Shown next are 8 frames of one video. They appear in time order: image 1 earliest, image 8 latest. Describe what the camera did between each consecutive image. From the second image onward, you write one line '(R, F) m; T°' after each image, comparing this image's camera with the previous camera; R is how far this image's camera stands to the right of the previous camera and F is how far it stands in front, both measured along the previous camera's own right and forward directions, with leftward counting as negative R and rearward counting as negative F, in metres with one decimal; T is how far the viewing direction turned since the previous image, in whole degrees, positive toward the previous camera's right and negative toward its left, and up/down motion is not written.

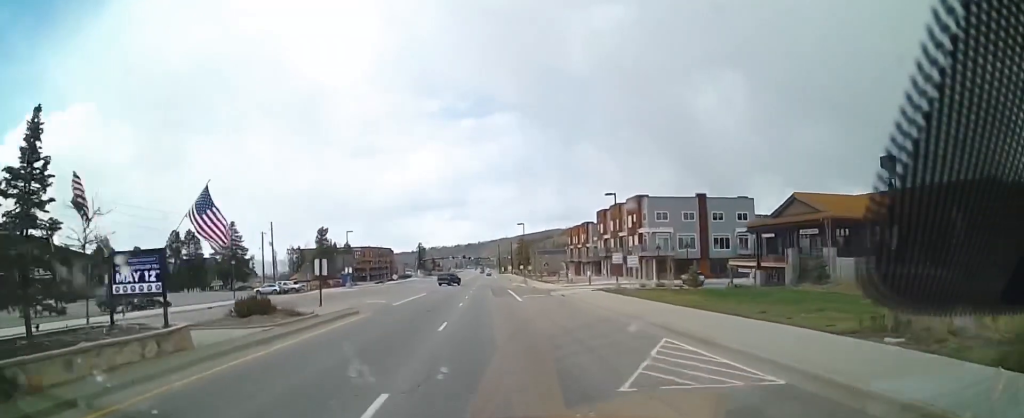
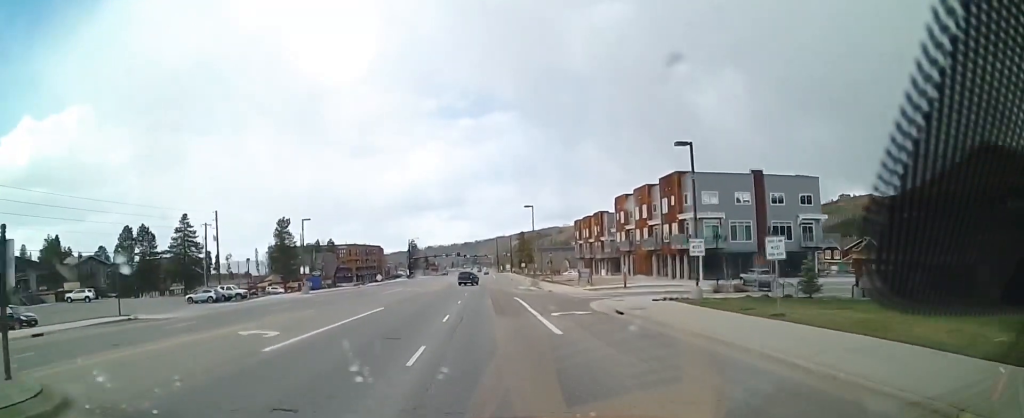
(-0.3, +19.7) m; -2°
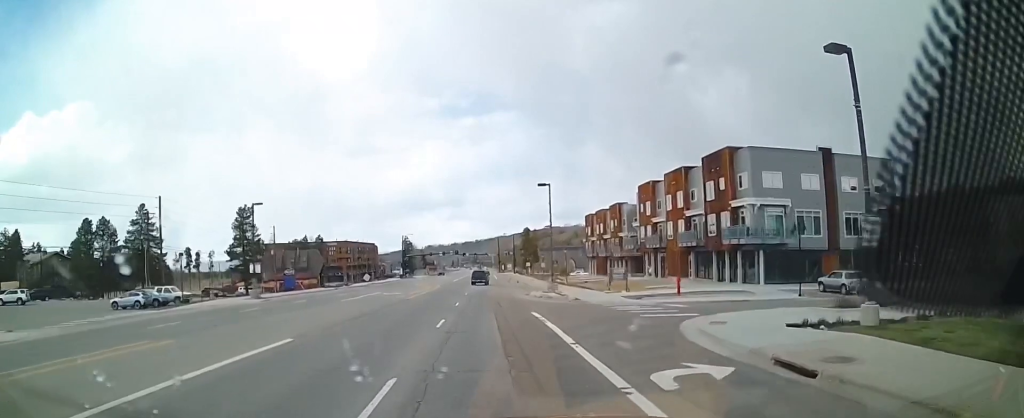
(0.0, +15.0) m; 0°
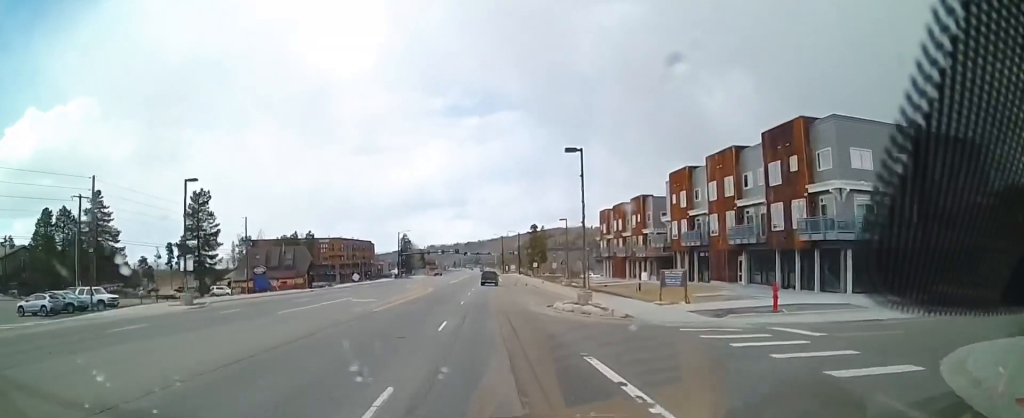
(0.0, +13.2) m; +1°
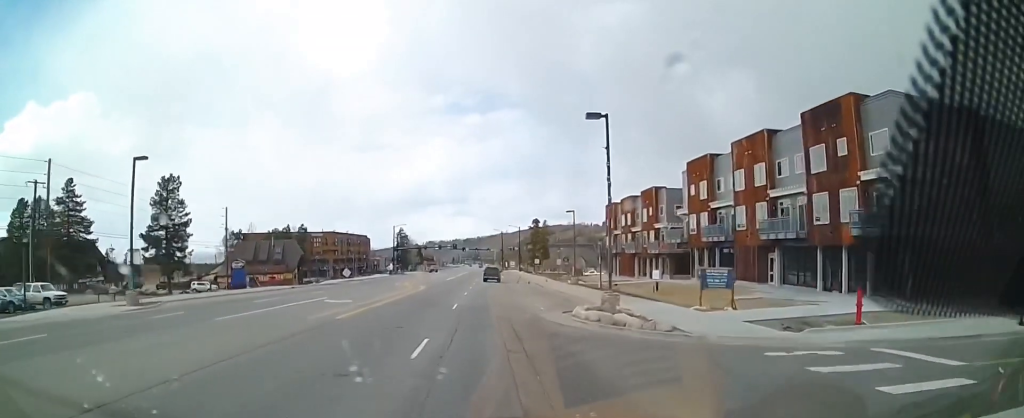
(+0.1, +6.5) m; 0°
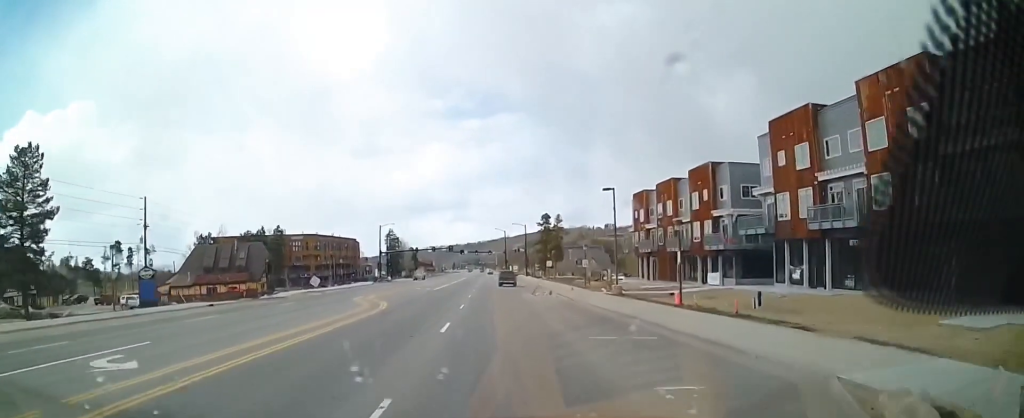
(+0.1, +20.1) m; +2°
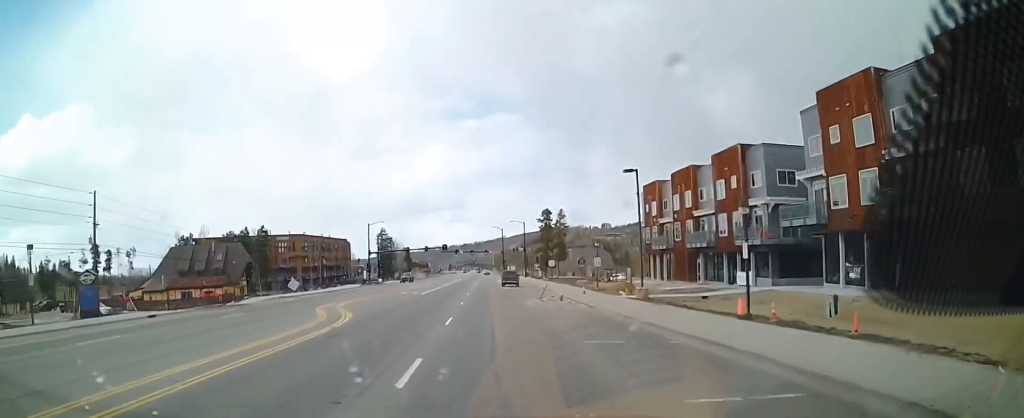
(+0.4, +7.9) m; 0°
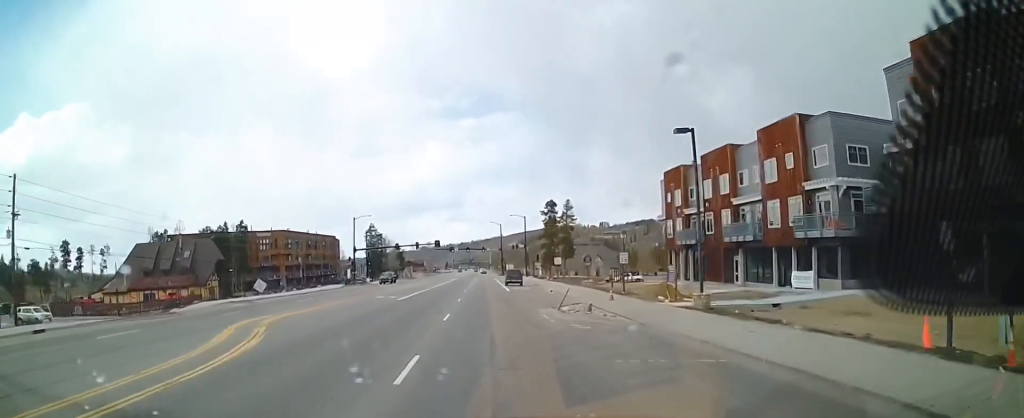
(-0.3, +10.4) m; +1°
